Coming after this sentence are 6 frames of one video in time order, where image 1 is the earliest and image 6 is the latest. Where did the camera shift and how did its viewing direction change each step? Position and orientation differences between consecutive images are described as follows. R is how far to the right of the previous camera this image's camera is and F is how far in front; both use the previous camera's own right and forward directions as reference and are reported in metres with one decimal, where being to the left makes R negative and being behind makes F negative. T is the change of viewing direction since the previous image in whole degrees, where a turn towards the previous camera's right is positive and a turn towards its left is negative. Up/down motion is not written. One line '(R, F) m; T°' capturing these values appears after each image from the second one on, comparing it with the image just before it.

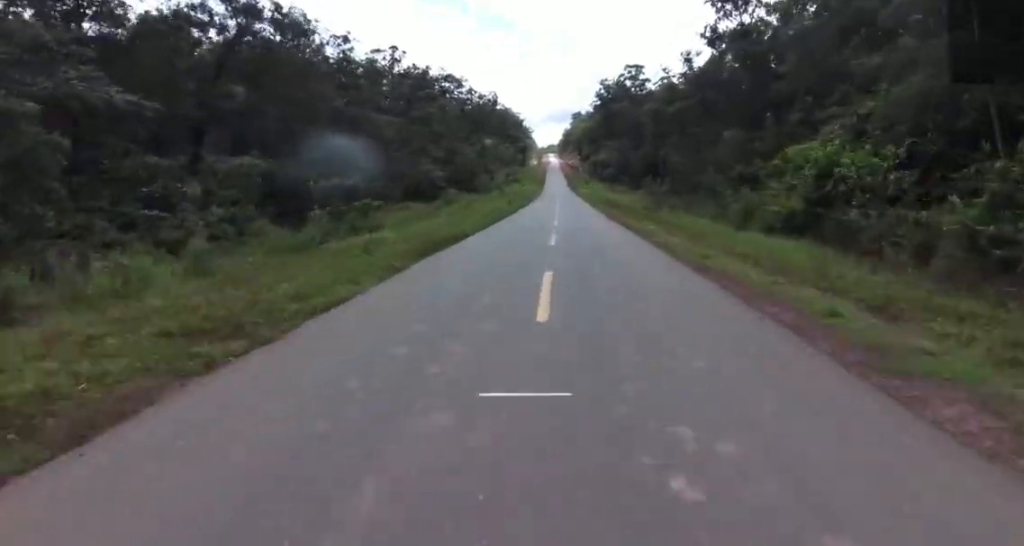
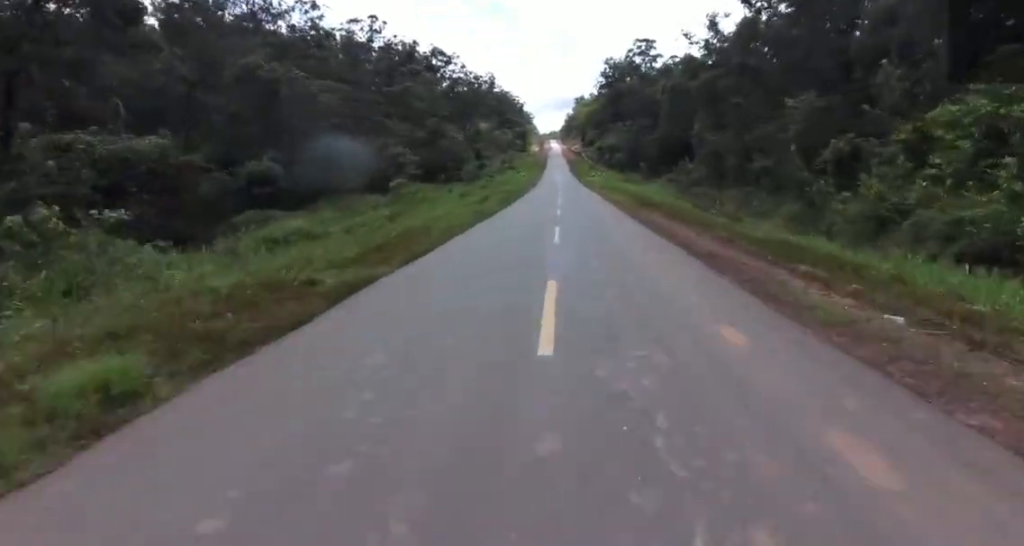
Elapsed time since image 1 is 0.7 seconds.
(-0.2, +18.4) m; -1°
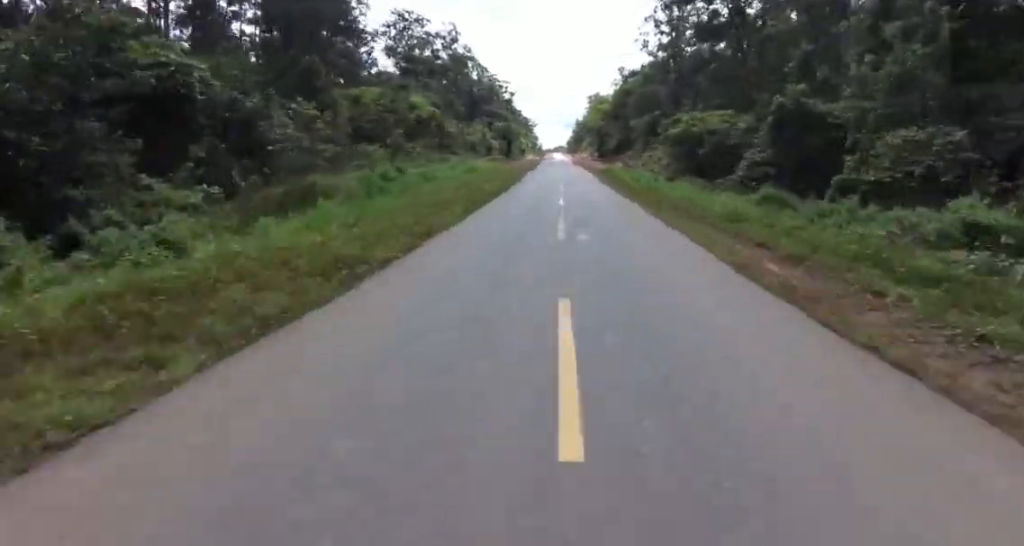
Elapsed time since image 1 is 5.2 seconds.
(+3.2, +114.4) m; +3°
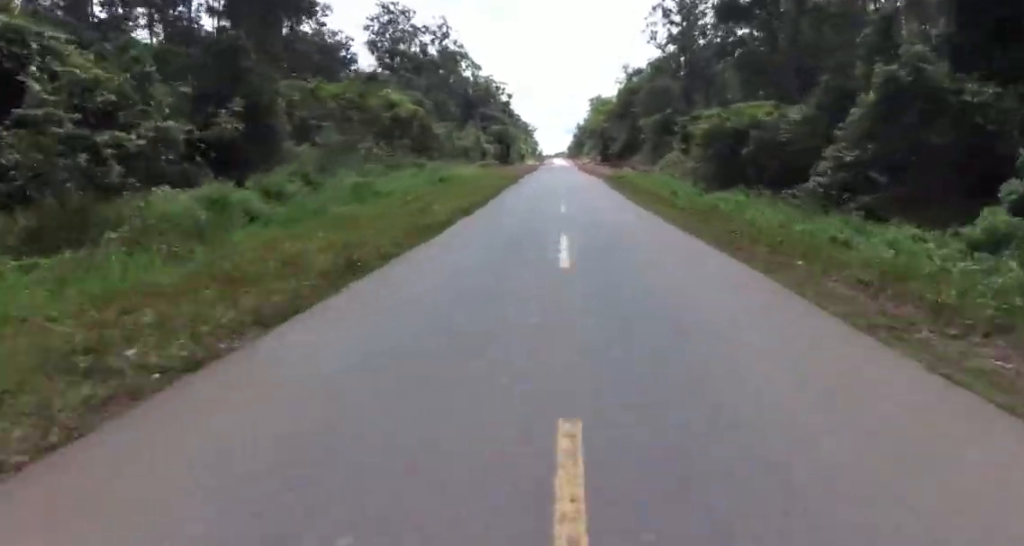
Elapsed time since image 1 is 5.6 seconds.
(-0.1, +12.0) m; +1°
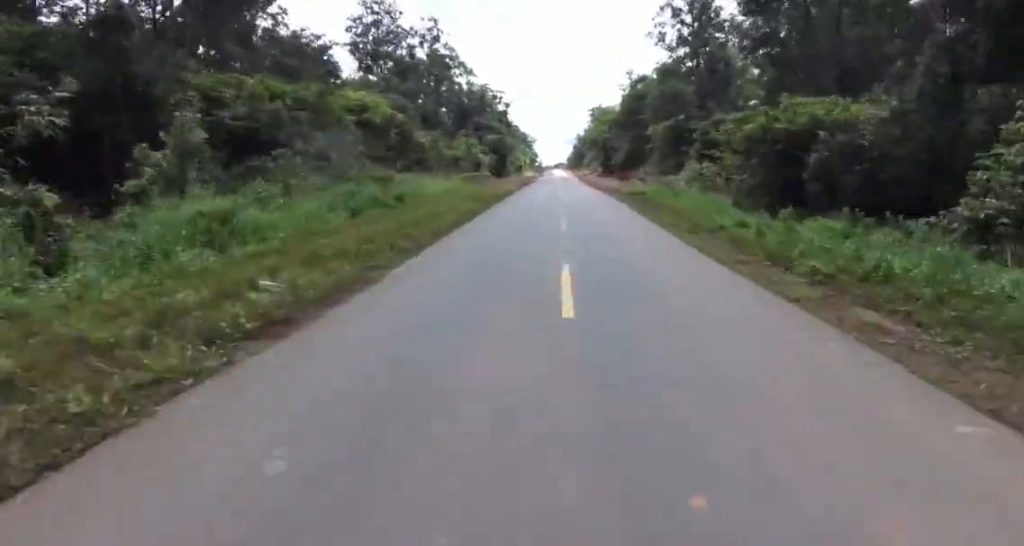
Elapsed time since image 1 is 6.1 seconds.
(+0.2, +11.7) m; -1°
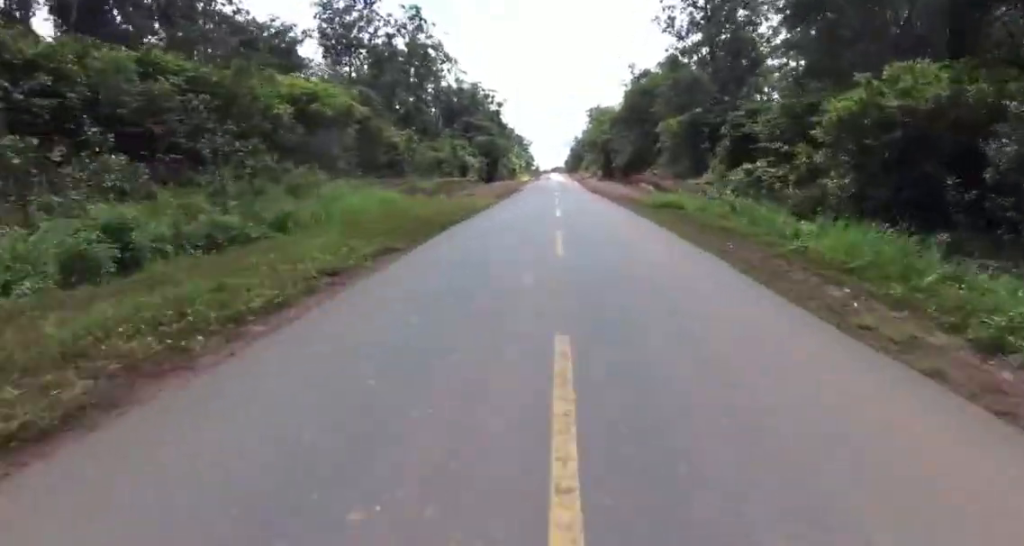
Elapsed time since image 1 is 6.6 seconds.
(+0.4, +12.4) m; -1°
